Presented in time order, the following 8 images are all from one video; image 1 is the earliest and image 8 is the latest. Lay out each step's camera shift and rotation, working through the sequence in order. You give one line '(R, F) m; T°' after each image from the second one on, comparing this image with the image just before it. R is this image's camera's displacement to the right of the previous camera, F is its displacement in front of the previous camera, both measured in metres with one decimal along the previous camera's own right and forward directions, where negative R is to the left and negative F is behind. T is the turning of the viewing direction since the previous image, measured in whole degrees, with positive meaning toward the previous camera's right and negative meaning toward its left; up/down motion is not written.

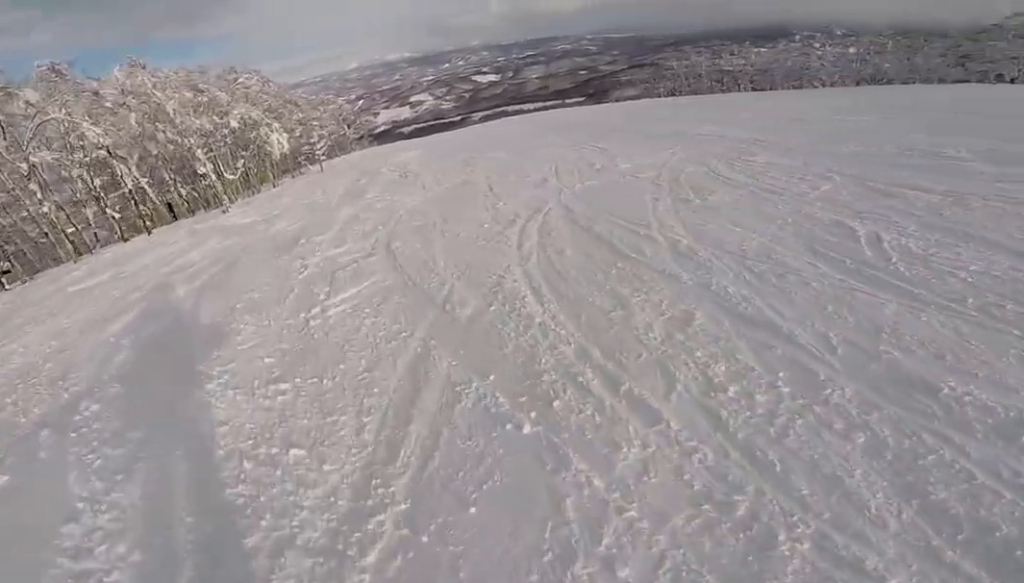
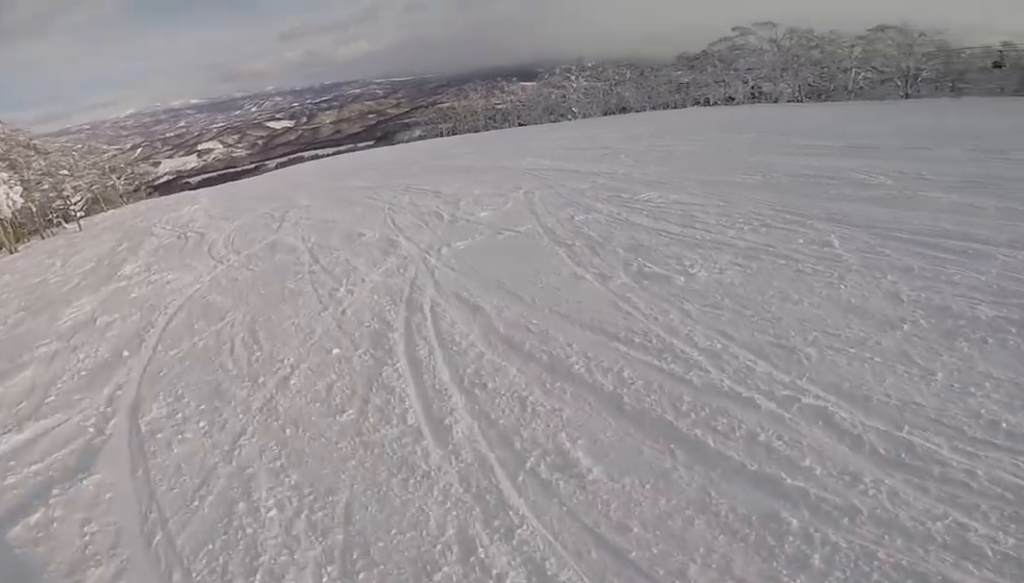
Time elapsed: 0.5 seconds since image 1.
(+1.0, +3.5) m; +15°
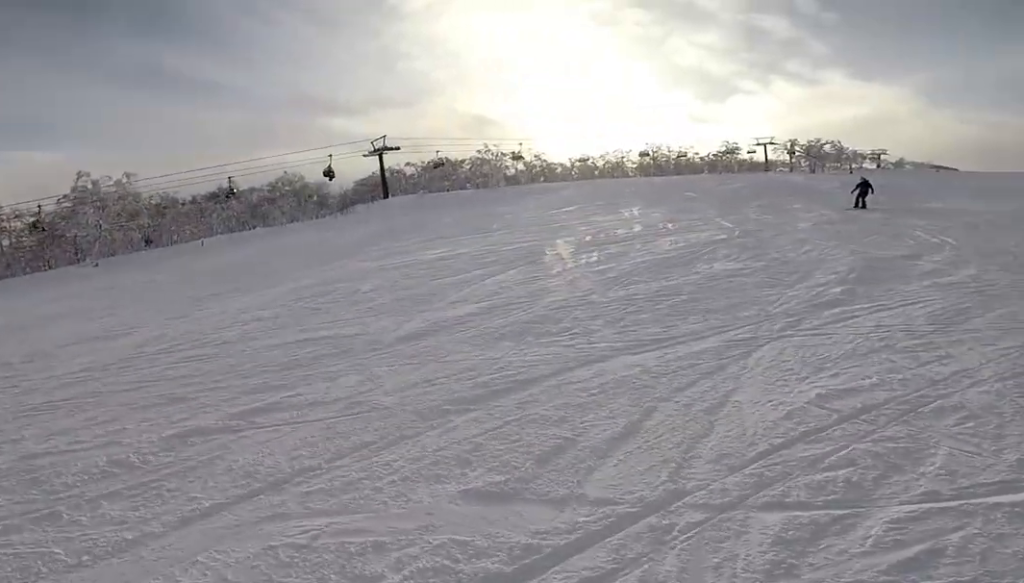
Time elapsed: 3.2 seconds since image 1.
(+5.8, +15.7) m; +32°
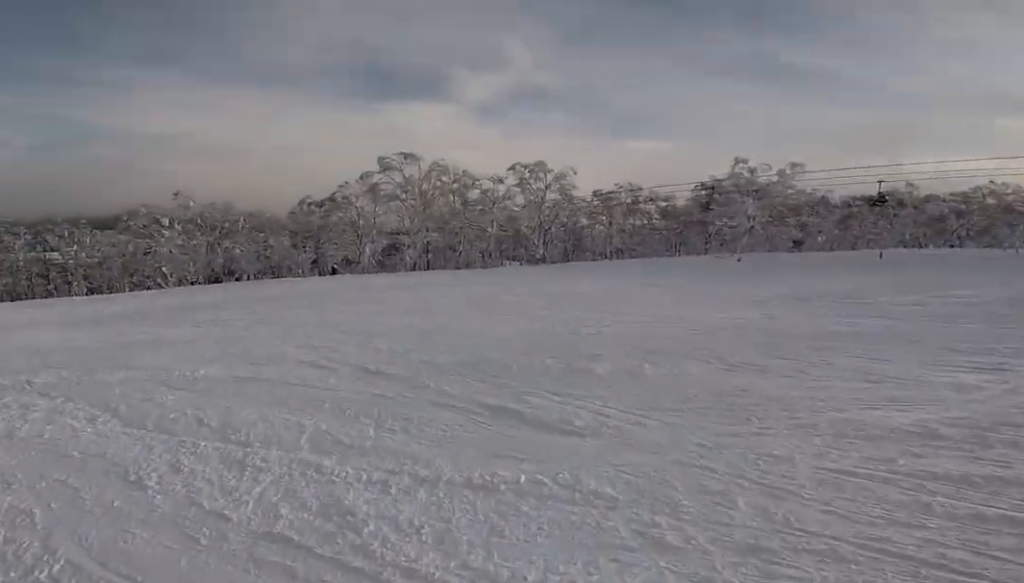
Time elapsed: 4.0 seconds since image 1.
(0.0, +4.7) m; +2°
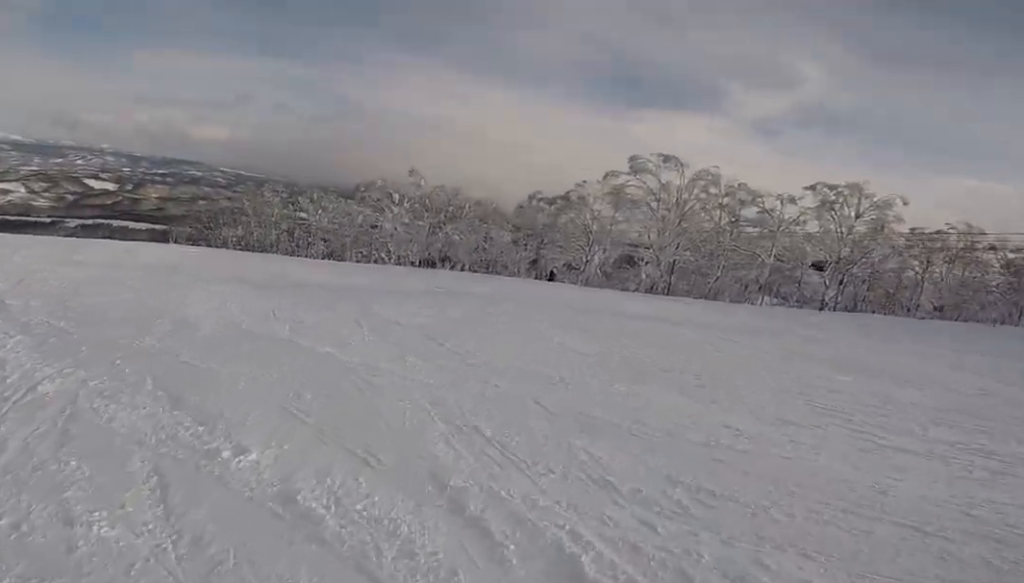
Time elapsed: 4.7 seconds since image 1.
(+0.2, +4.3) m; +1°
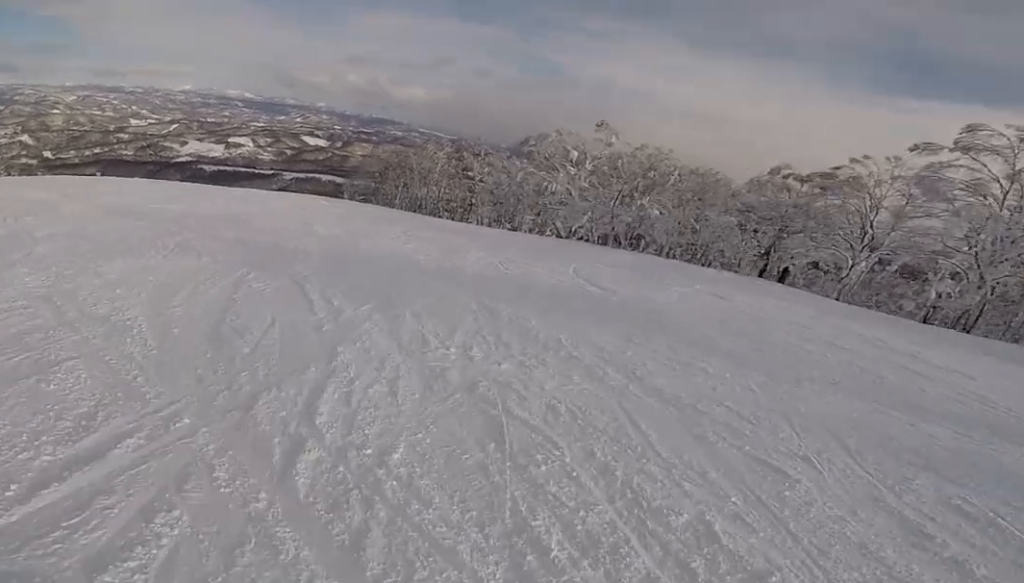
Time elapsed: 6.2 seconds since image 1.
(-1.9, +8.9) m; -25°
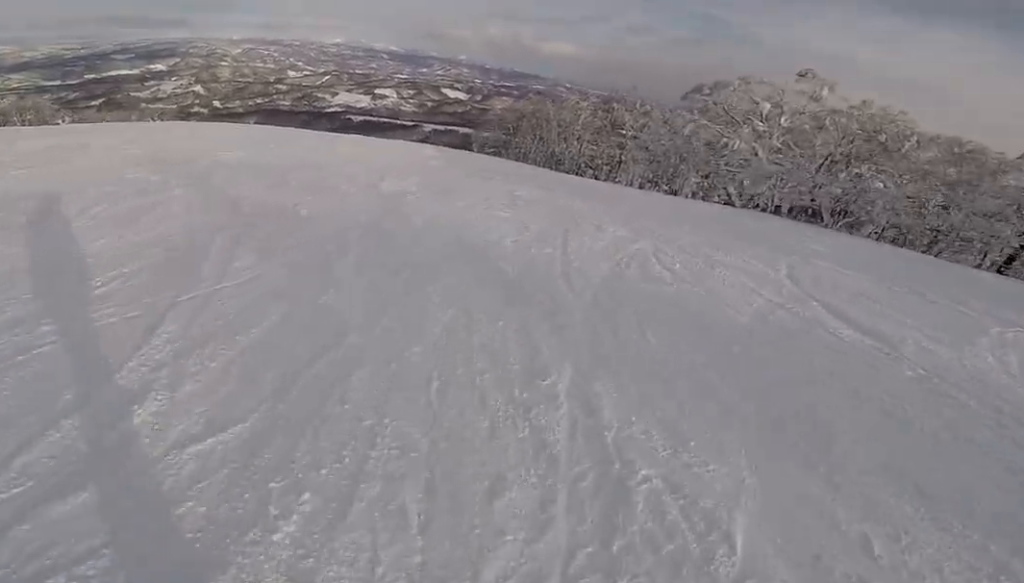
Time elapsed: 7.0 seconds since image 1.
(-0.7, +5.8) m; -12°
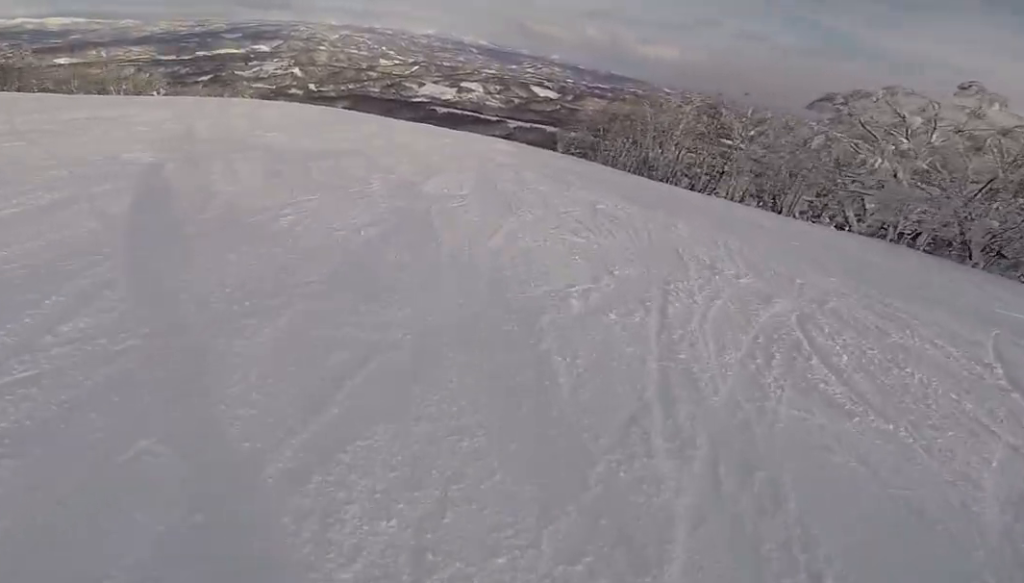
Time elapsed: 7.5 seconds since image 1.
(+0.2, +2.9) m; -5°
